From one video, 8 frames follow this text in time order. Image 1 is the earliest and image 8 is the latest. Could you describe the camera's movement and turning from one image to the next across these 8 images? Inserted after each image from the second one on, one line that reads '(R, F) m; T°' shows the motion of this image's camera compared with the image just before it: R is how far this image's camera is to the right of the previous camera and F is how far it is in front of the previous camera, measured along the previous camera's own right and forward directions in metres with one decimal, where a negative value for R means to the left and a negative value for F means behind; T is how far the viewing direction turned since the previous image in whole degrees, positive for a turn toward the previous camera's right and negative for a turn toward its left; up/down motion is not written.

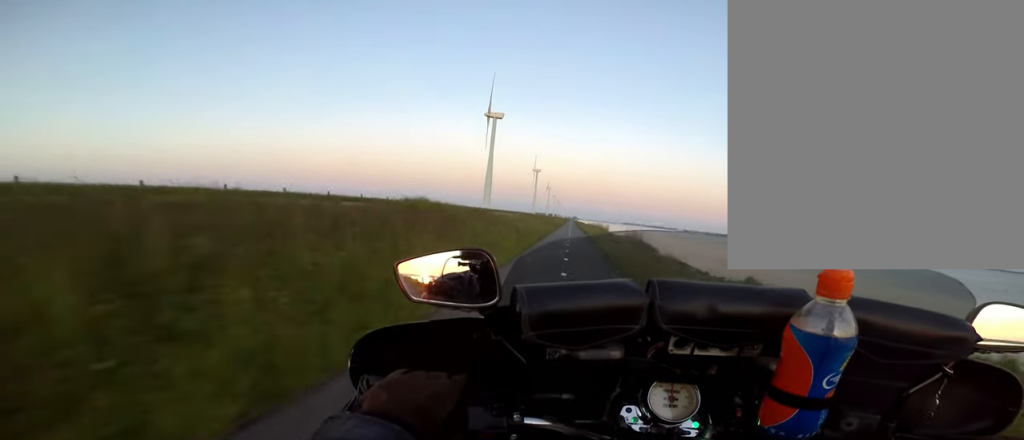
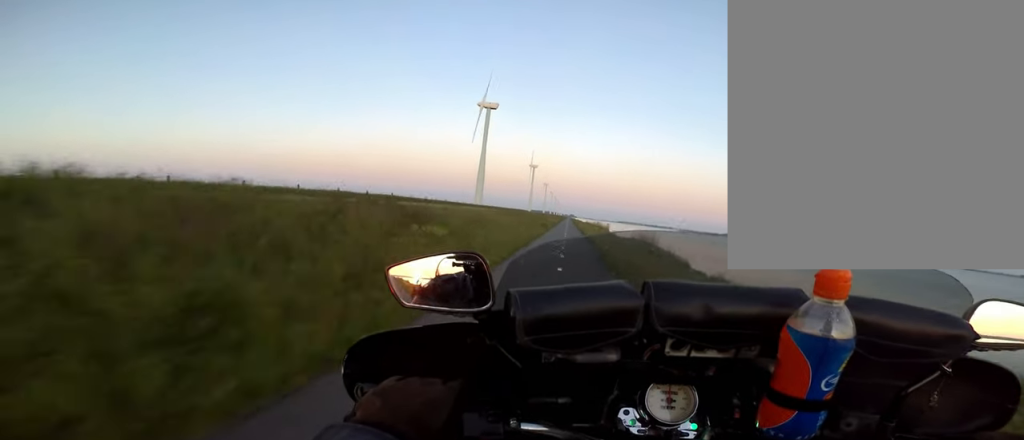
(+0.1, +11.2) m; 0°
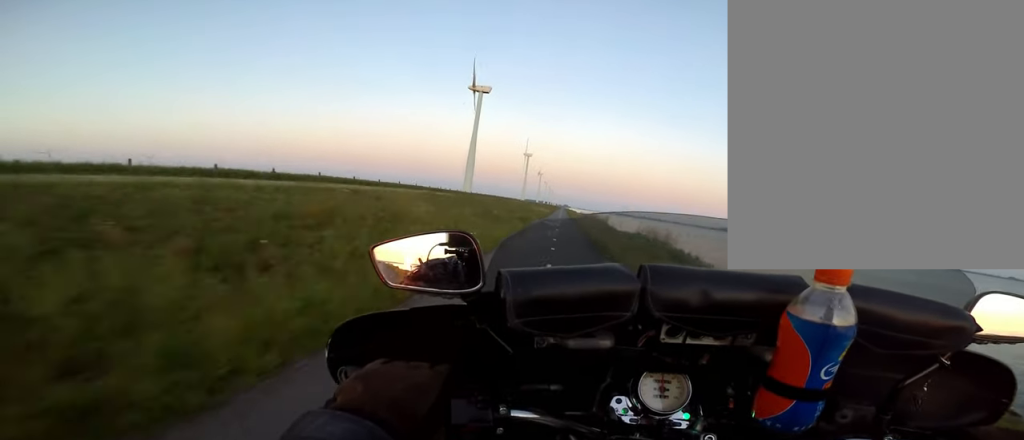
(0.0, +9.9) m; 0°
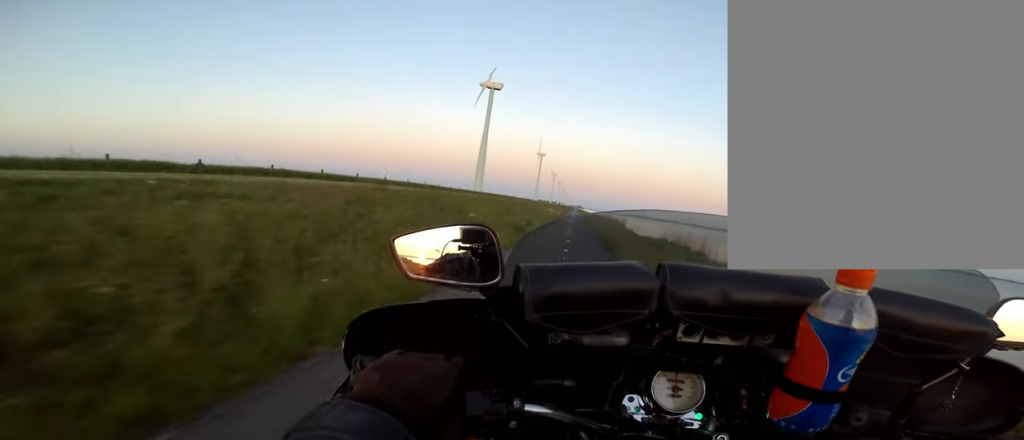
(0.0, +6.1) m; 0°
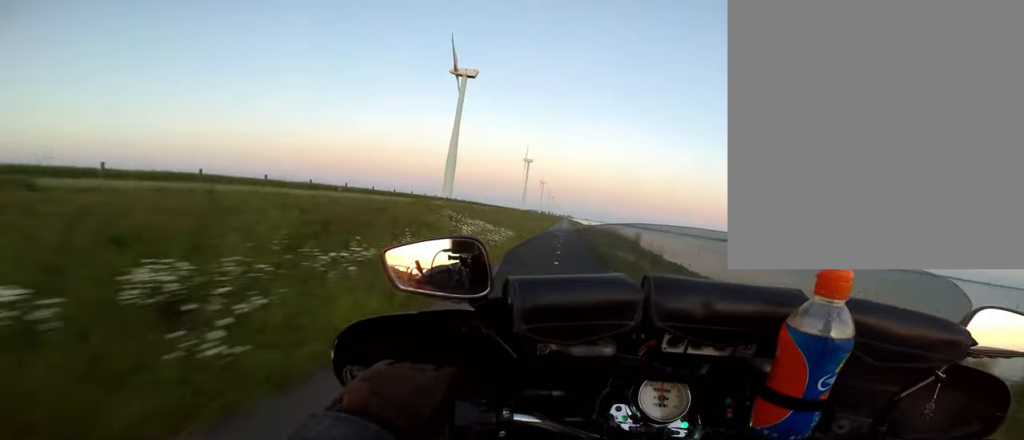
(-0.1, +30.6) m; 0°
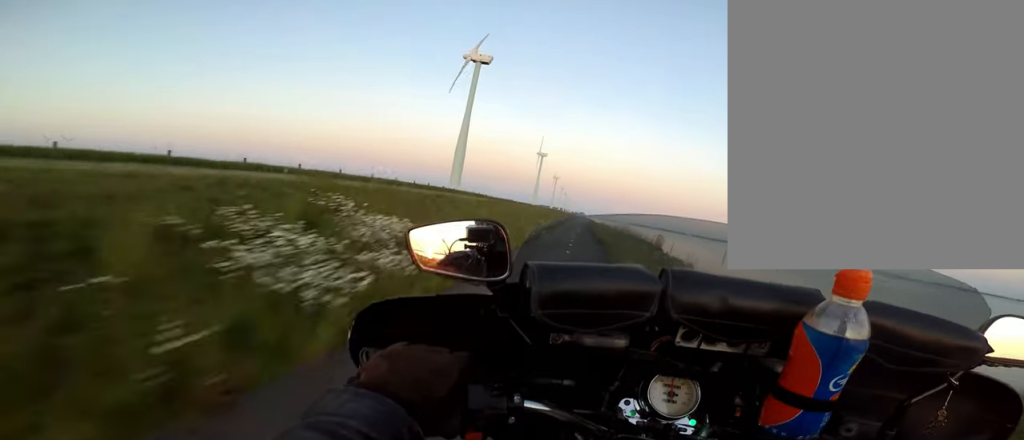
(0.0, +7.2) m; -1°
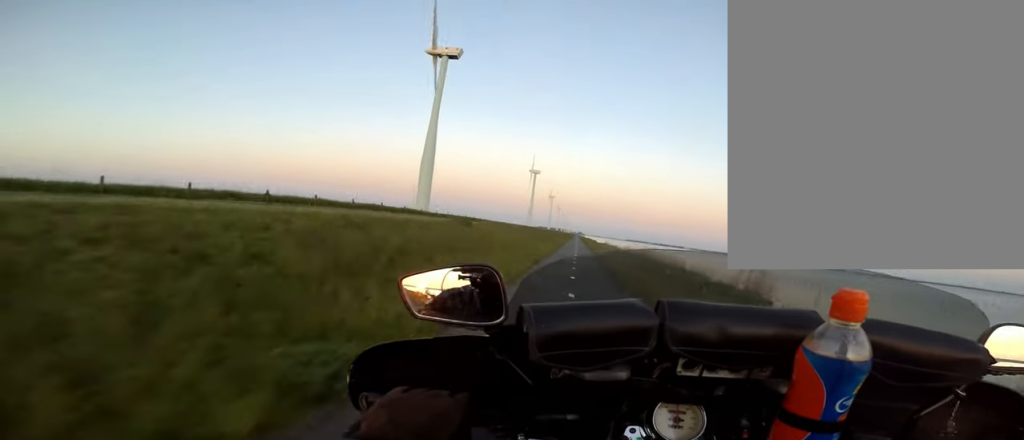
(-0.5, +27.3) m; +1°
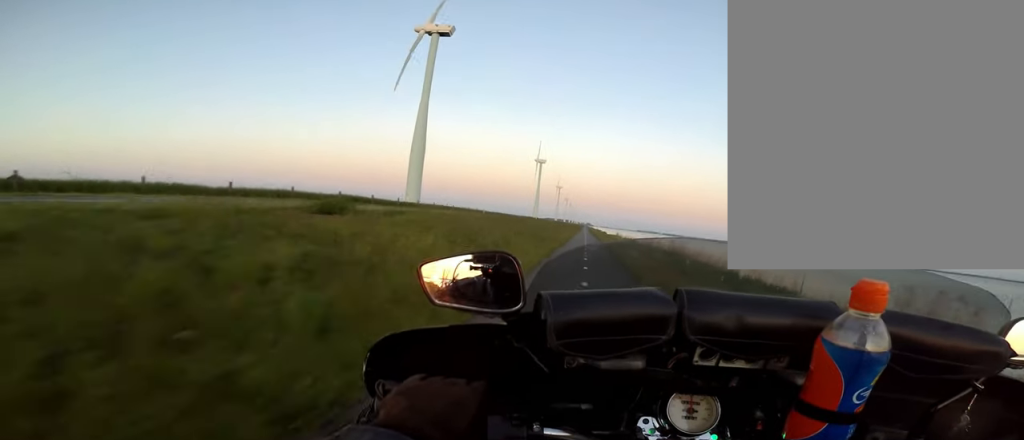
(+0.7, +11.8) m; +1°
